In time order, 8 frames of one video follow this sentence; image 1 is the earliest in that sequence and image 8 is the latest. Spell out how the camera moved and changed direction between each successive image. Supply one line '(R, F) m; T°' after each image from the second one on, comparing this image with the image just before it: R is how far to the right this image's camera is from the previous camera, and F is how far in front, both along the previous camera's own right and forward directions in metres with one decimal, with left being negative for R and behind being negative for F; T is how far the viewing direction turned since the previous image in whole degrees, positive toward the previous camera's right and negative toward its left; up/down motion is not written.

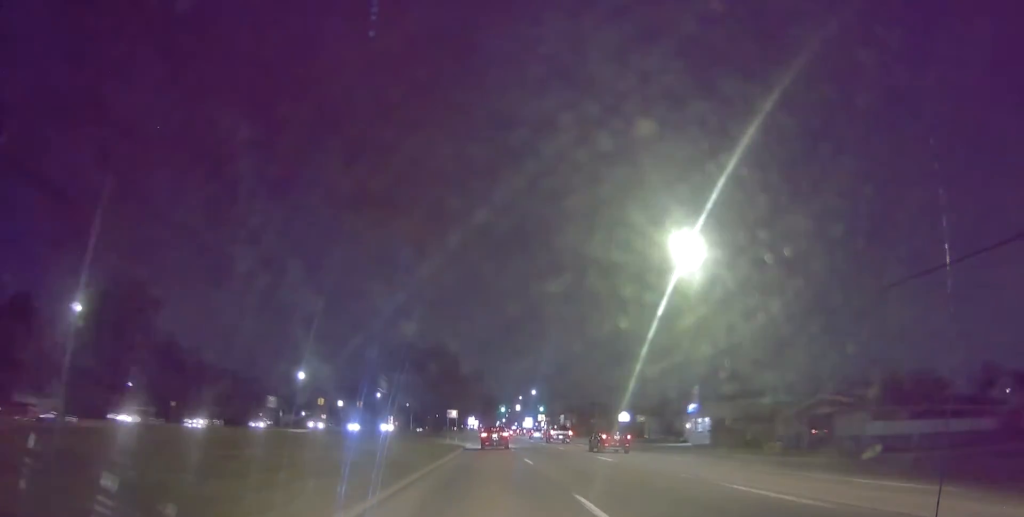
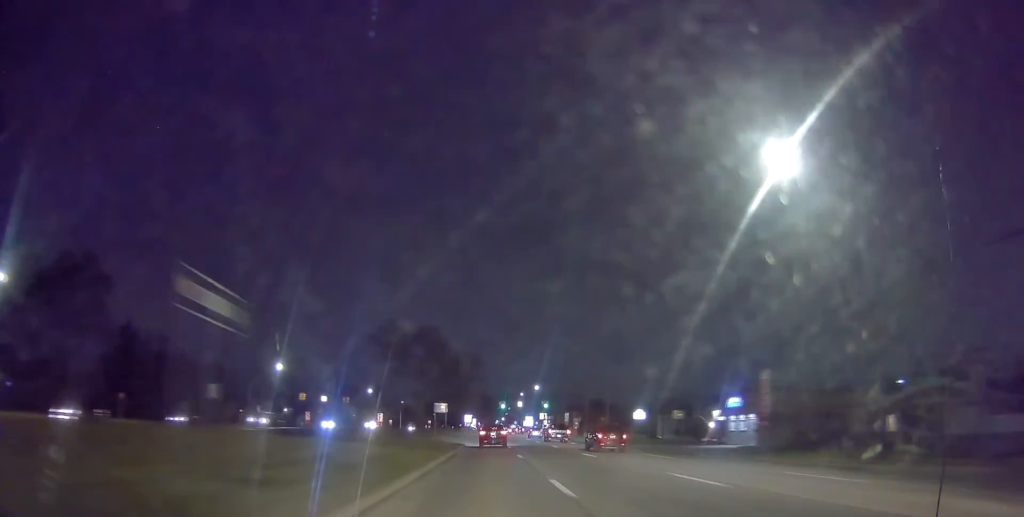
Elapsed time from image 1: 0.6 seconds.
(+0.1, +11.2) m; -1°
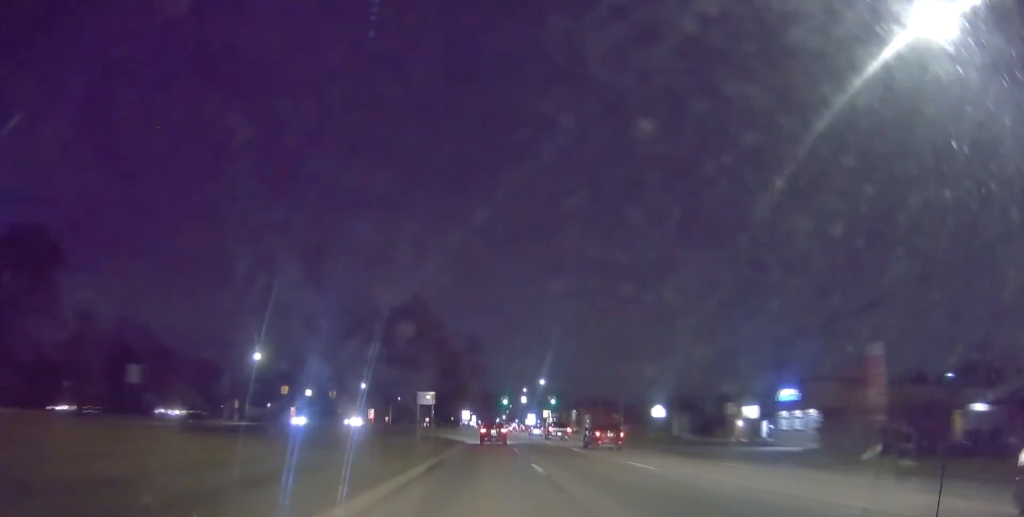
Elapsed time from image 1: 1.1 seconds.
(+0.3, +10.0) m; -1°
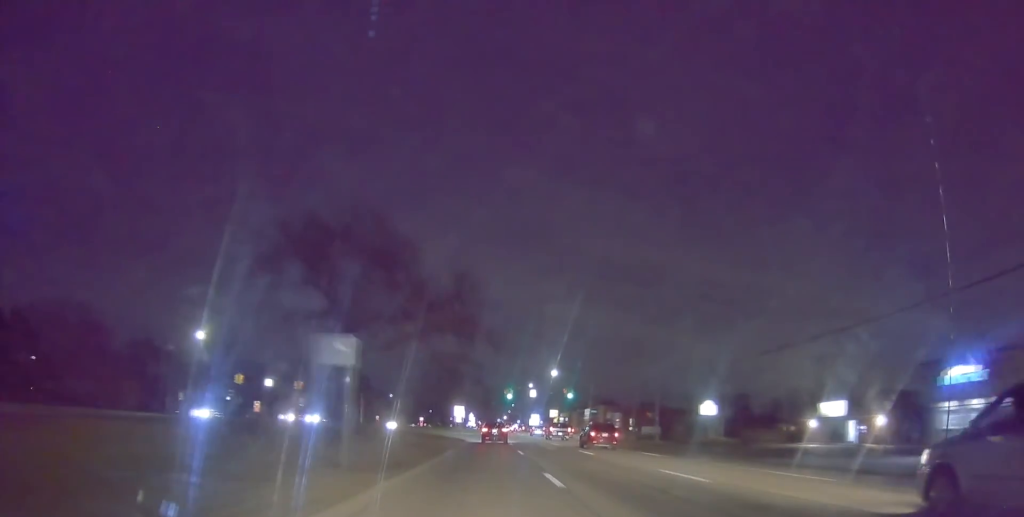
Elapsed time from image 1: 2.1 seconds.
(-0.8, +18.8) m; -2°
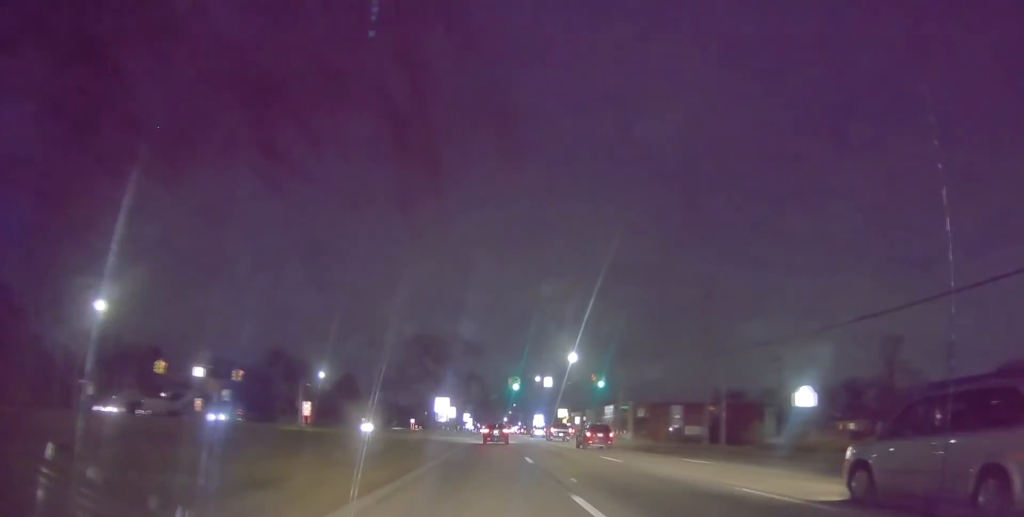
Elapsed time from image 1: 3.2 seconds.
(+0.1, +21.0) m; +1°
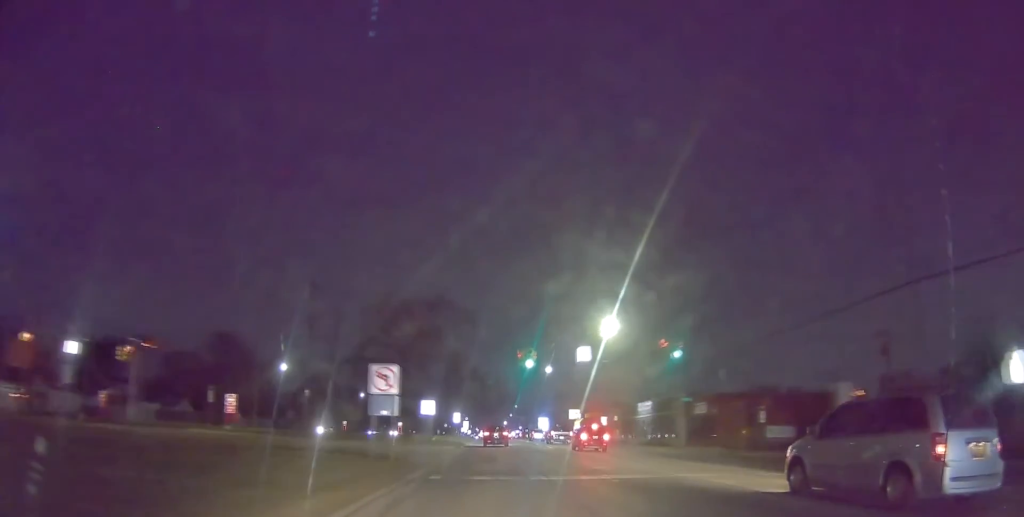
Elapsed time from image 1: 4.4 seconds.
(+0.6, +22.9) m; +2°
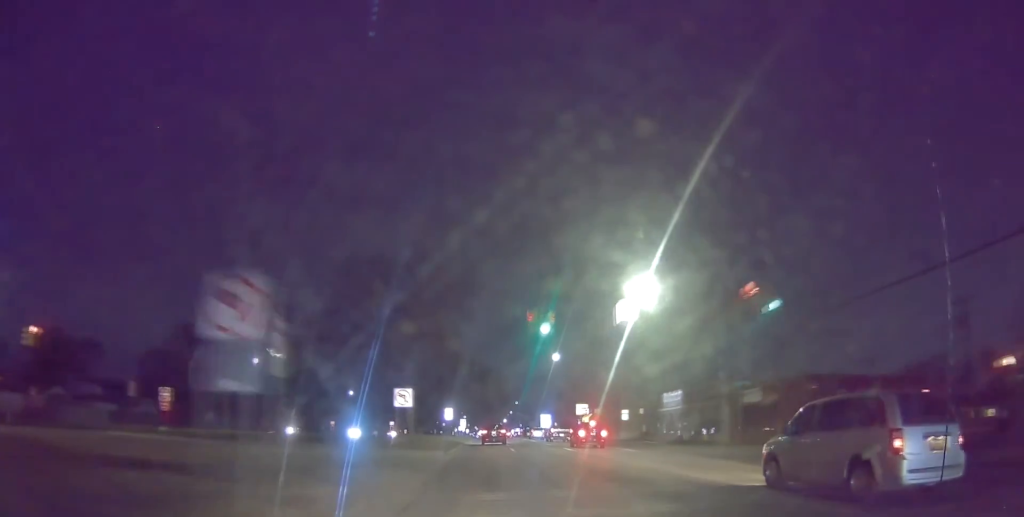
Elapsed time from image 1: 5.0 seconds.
(+0.3, +11.3) m; -1°
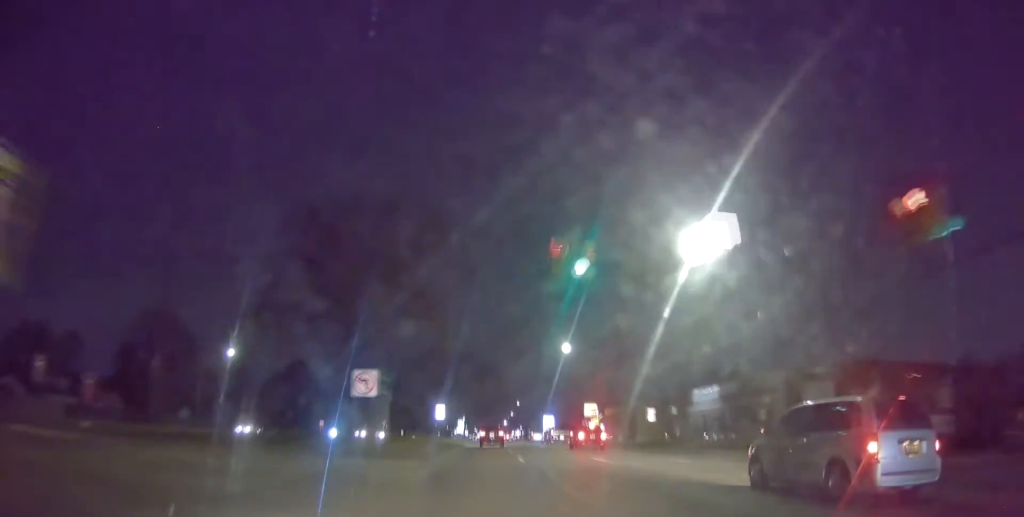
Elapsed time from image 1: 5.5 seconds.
(-0.2, +9.4) m; 0°
